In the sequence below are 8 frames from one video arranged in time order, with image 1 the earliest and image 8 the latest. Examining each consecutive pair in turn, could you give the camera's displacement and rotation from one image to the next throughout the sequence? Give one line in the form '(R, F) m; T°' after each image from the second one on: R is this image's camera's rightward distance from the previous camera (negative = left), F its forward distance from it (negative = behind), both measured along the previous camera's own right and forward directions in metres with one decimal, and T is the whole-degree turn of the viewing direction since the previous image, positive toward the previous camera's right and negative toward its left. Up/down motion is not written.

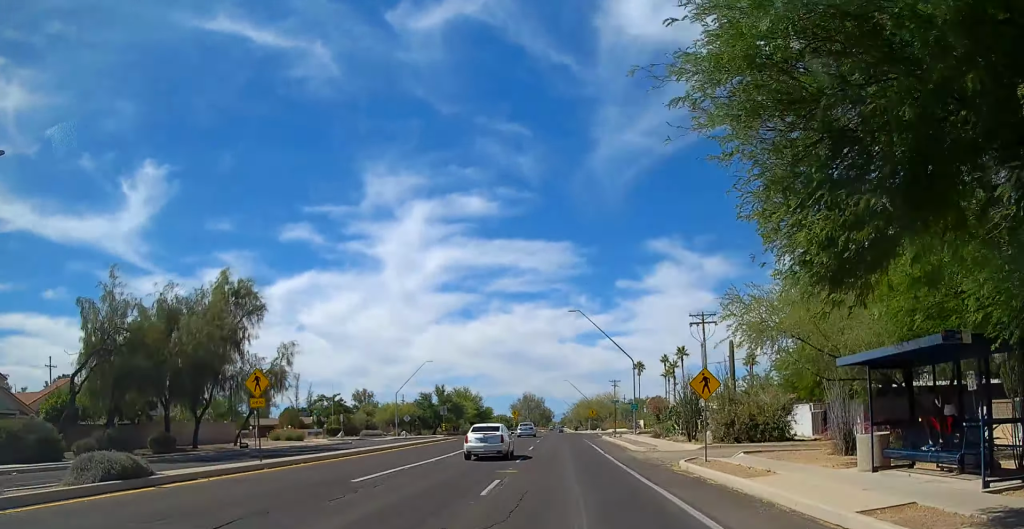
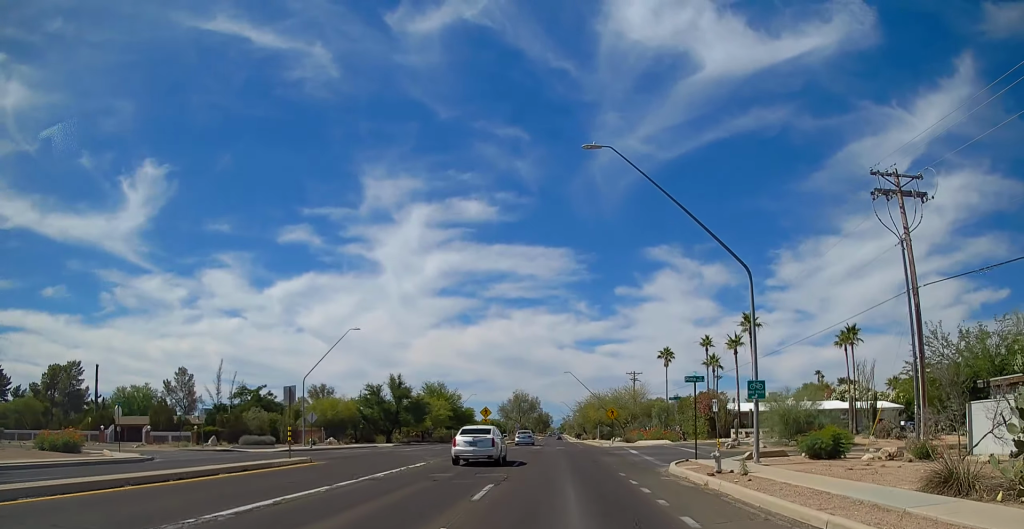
(0.0, +35.4) m; 0°
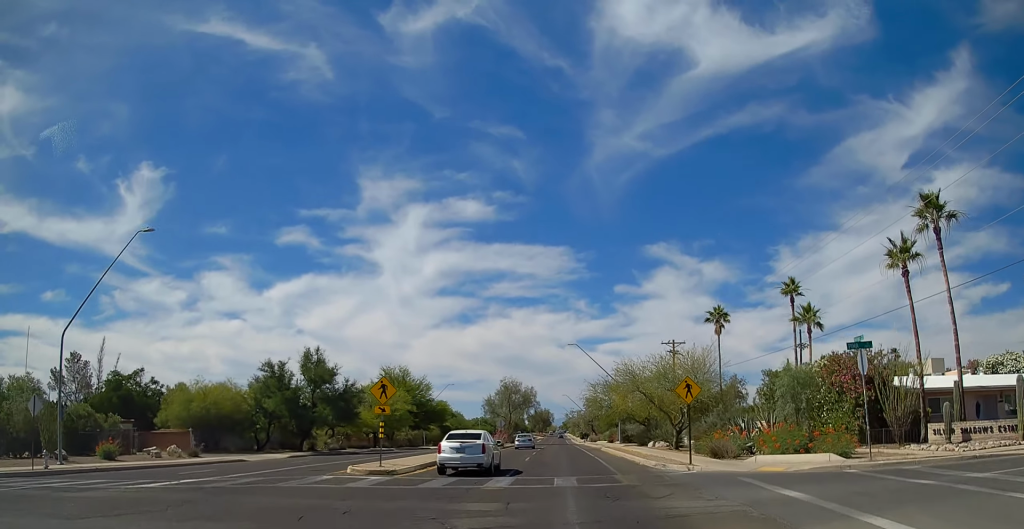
(0.0, +33.5) m; 0°
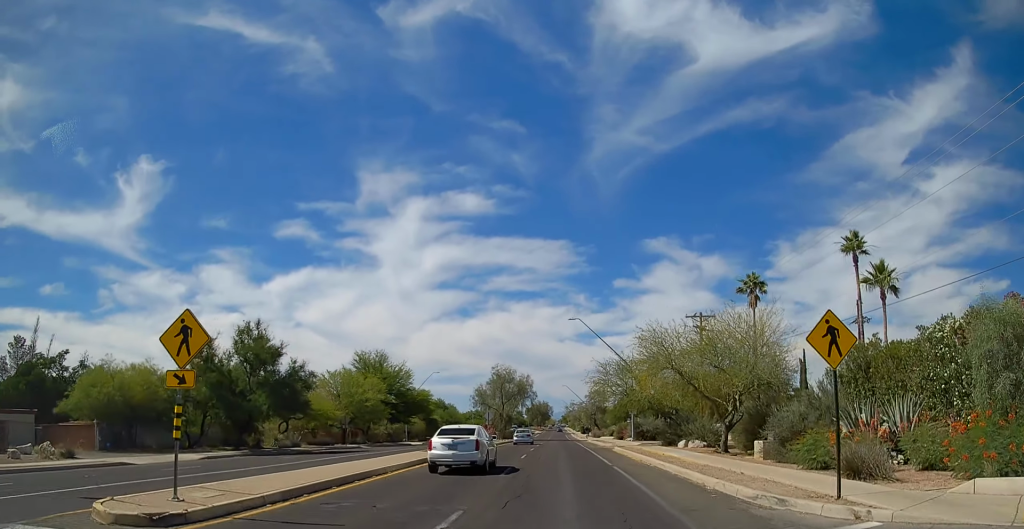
(0.0, +13.1) m; 0°
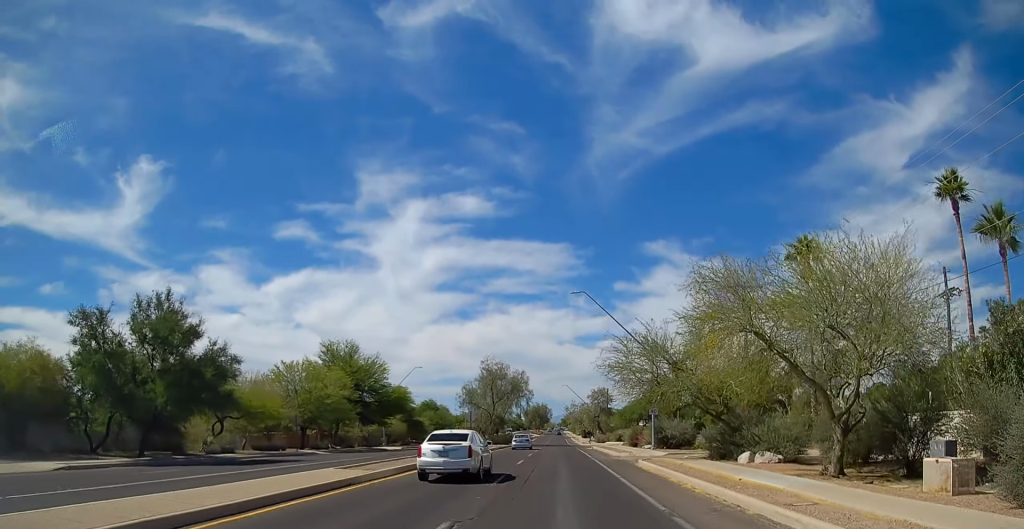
(0.0, +12.9) m; 0°
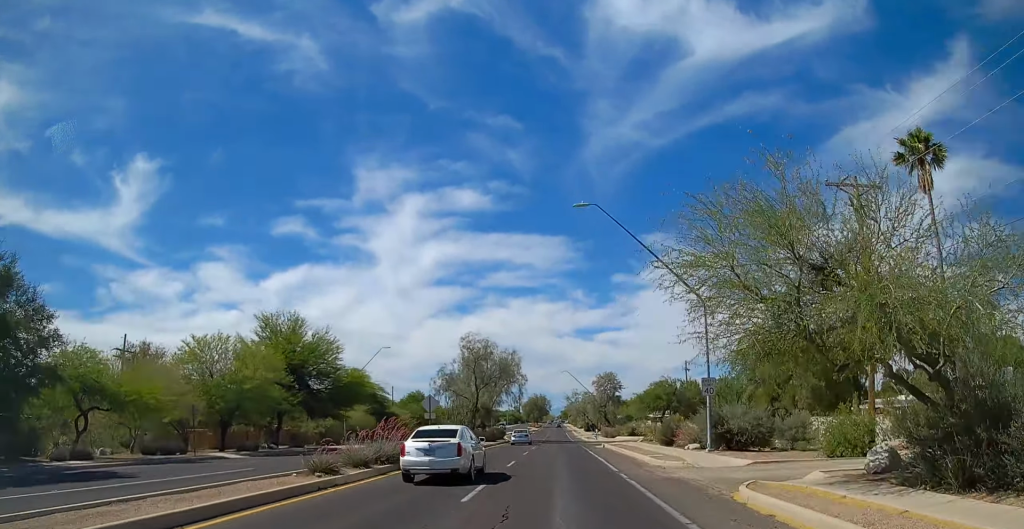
(0.0, +16.8) m; 0°
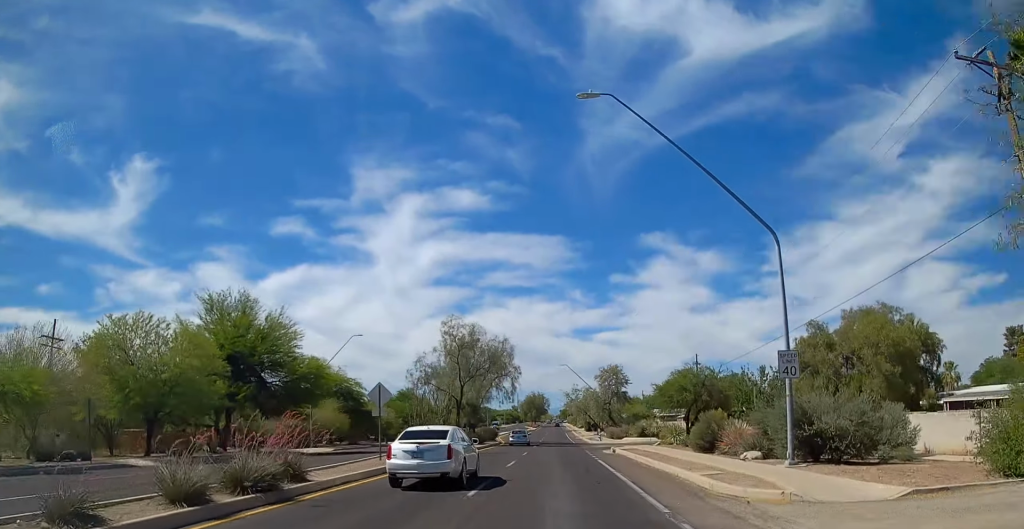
(0.0, +10.2) m; 0°
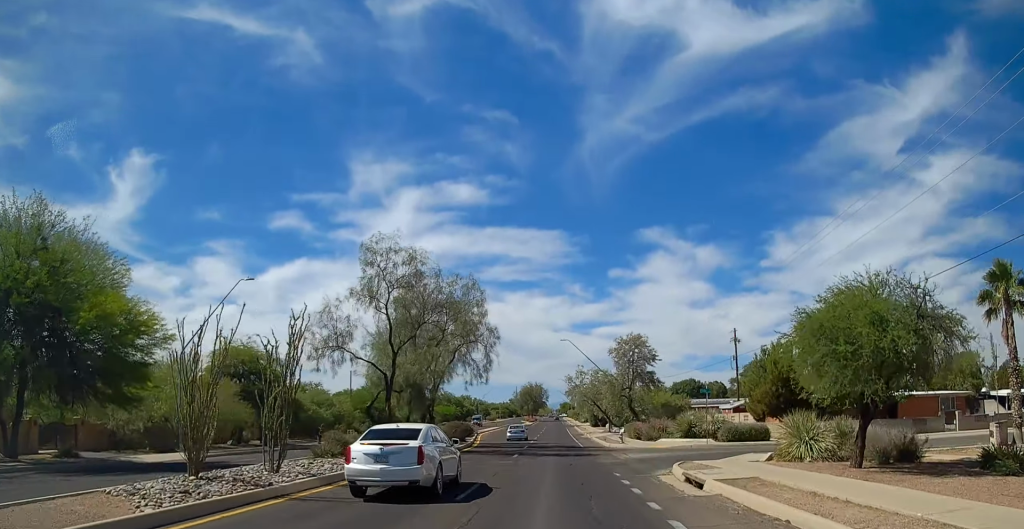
(0.0, +23.8) m; 0°
